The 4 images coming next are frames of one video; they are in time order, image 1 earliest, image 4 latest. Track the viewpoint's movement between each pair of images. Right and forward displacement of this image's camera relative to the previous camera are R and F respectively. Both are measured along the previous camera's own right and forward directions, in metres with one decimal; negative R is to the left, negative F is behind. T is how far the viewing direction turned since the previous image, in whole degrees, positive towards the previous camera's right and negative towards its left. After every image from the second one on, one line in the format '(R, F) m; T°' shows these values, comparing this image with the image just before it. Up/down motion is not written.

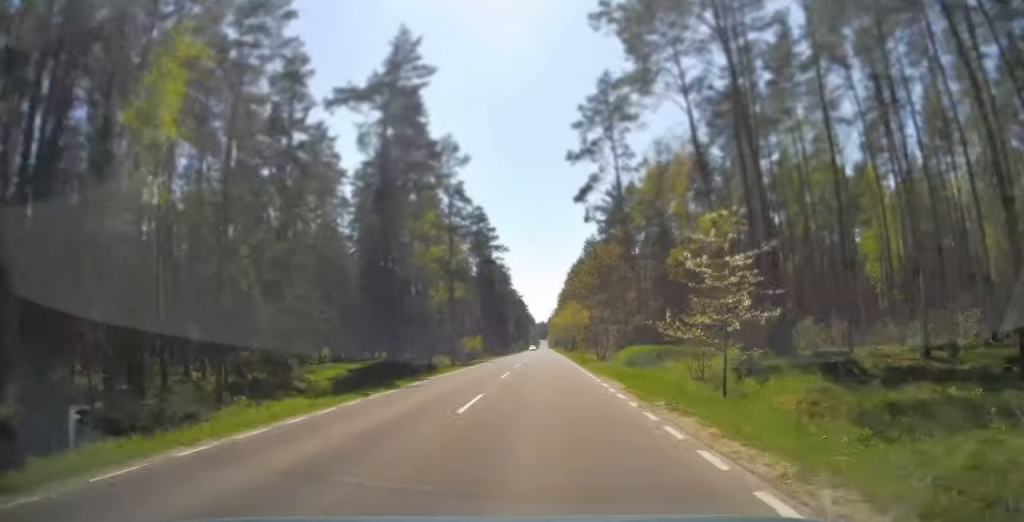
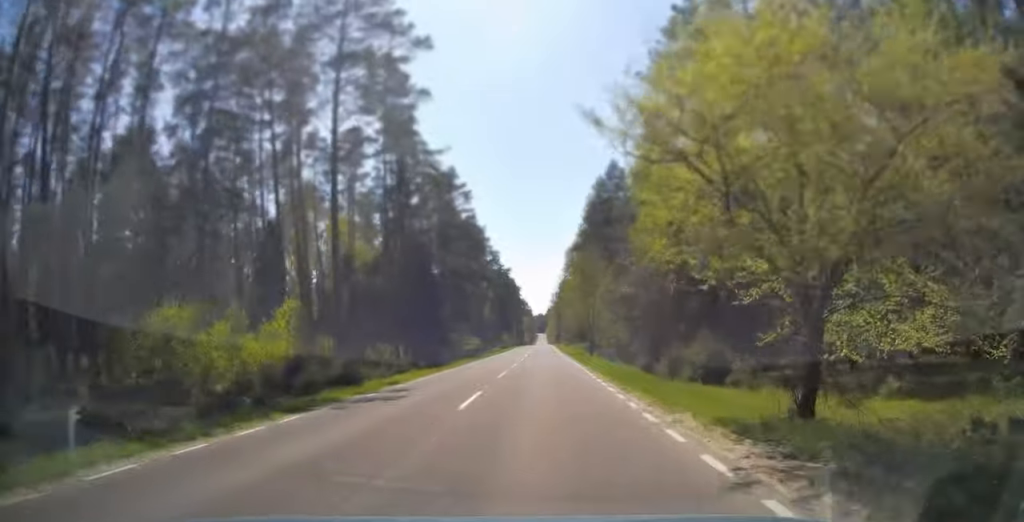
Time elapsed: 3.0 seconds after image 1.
(-0.1, +81.8) m; 0°
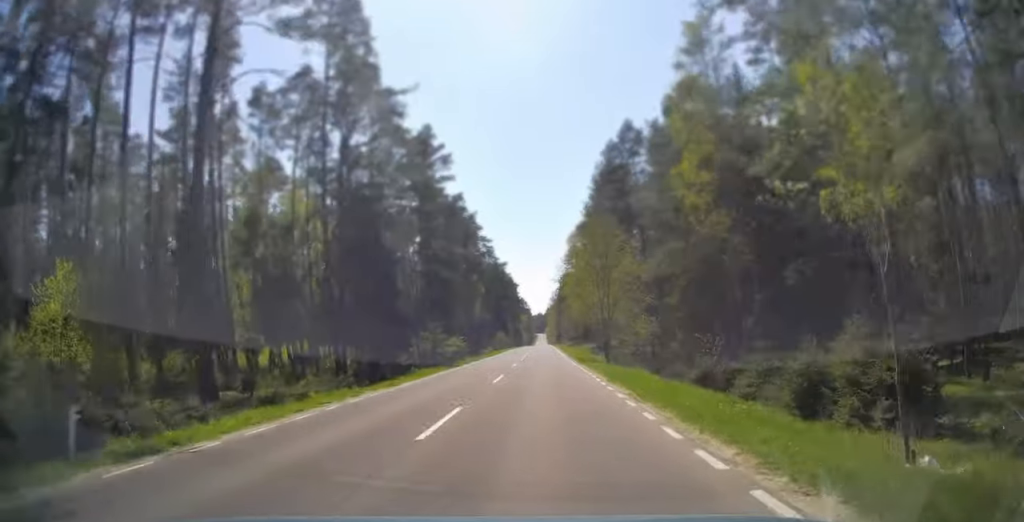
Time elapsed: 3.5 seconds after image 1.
(+0.1, +15.1) m; 0°
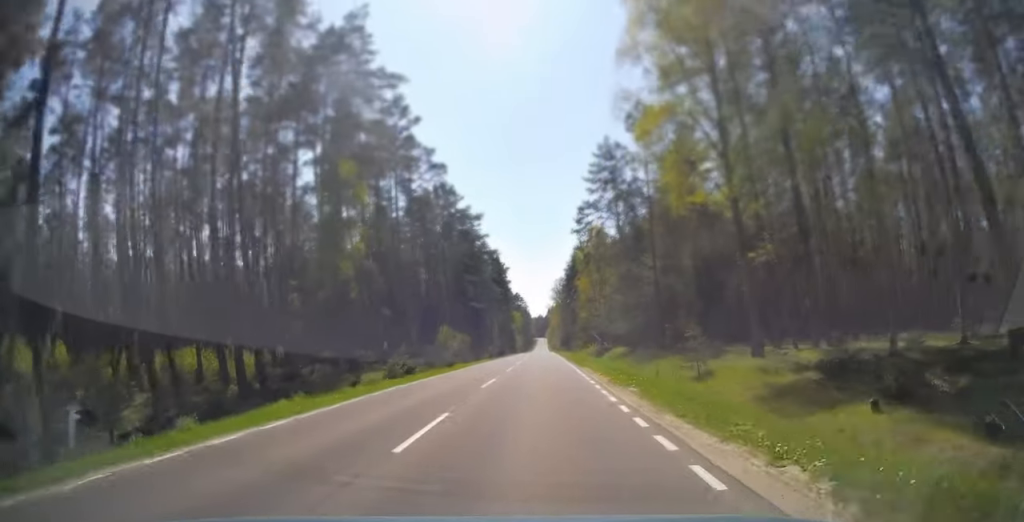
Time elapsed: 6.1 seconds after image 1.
(+0.2, +70.6) m; 0°
